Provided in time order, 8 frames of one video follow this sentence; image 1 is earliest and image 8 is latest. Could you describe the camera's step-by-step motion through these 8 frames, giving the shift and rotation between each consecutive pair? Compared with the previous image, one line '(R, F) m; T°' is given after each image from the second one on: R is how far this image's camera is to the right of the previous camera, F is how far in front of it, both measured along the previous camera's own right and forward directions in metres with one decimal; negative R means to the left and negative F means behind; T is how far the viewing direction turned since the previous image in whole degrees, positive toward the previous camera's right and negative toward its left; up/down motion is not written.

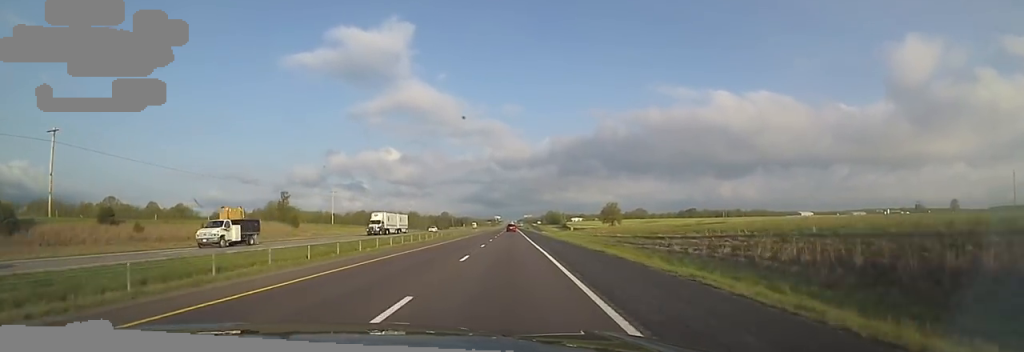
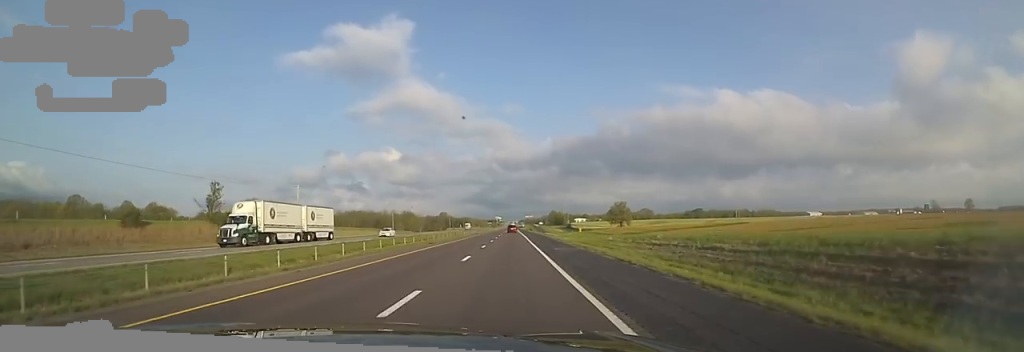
(+0.2, +23.5) m; +1°
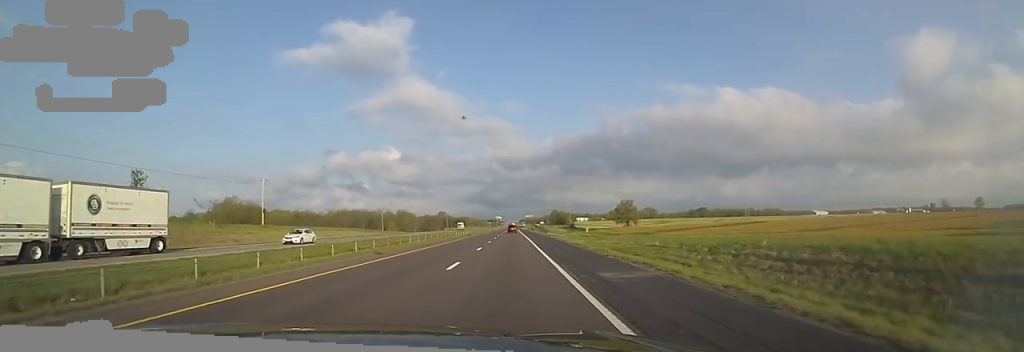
(0.0, +16.7) m; 0°
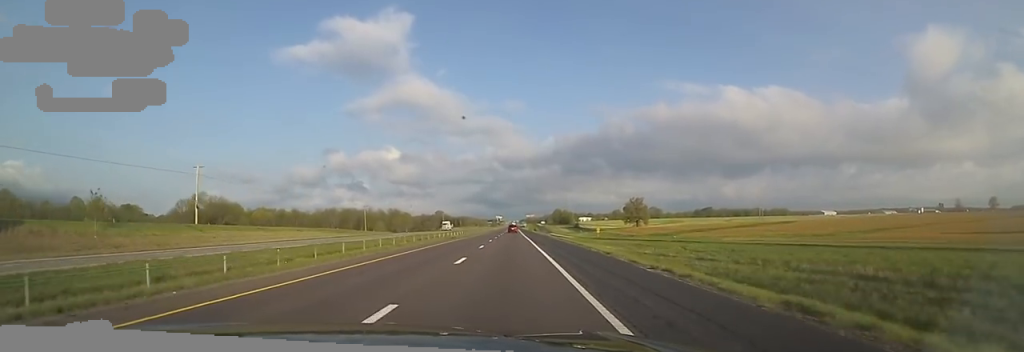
(+0.1, +22.6) m; 0°
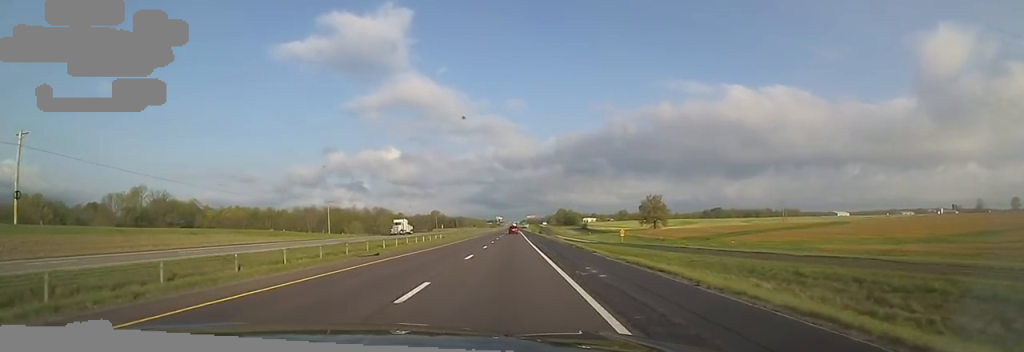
(+0.1, +34.1) m; 0°
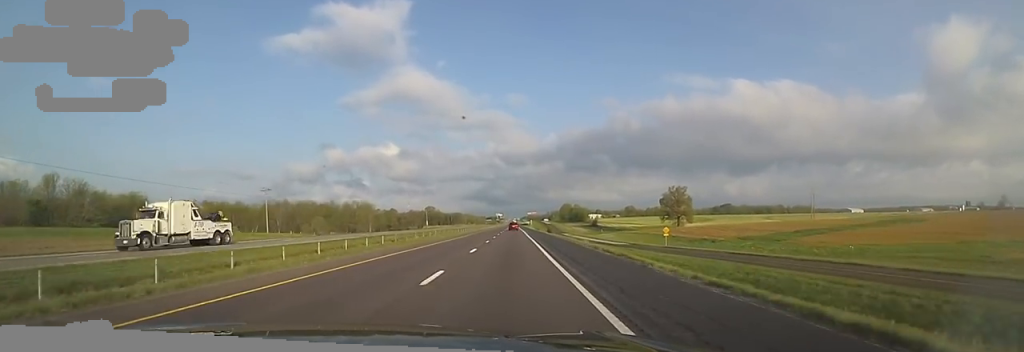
(-0.4, +35.2) m; -2°
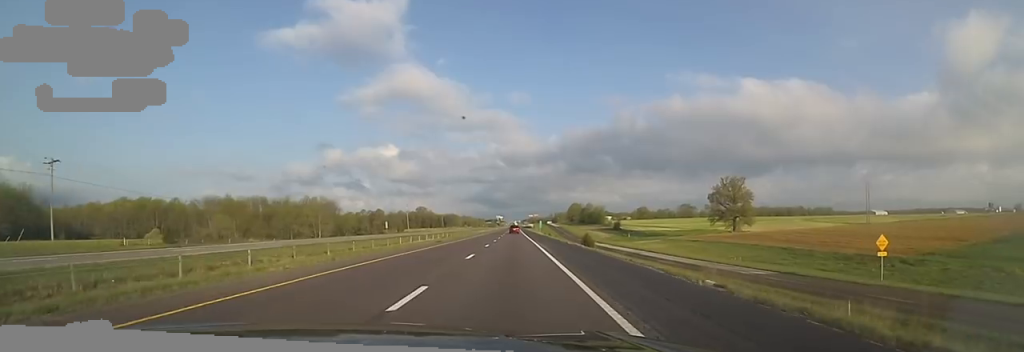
(-1.3, +53.4) m; +1°
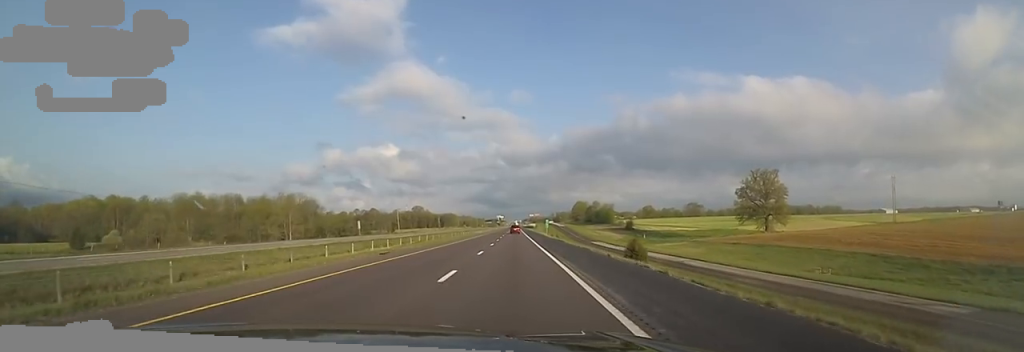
(+1.2, +20.3) m; +1°
